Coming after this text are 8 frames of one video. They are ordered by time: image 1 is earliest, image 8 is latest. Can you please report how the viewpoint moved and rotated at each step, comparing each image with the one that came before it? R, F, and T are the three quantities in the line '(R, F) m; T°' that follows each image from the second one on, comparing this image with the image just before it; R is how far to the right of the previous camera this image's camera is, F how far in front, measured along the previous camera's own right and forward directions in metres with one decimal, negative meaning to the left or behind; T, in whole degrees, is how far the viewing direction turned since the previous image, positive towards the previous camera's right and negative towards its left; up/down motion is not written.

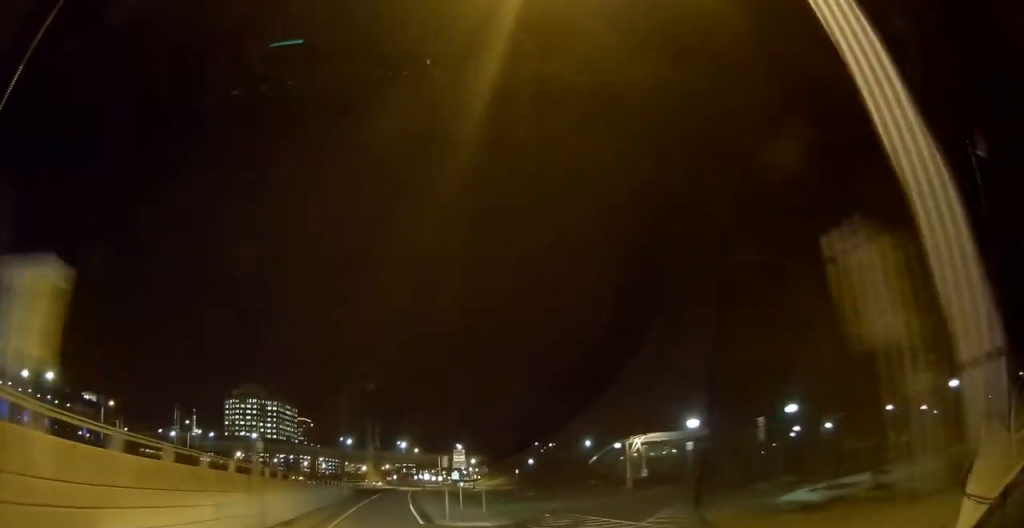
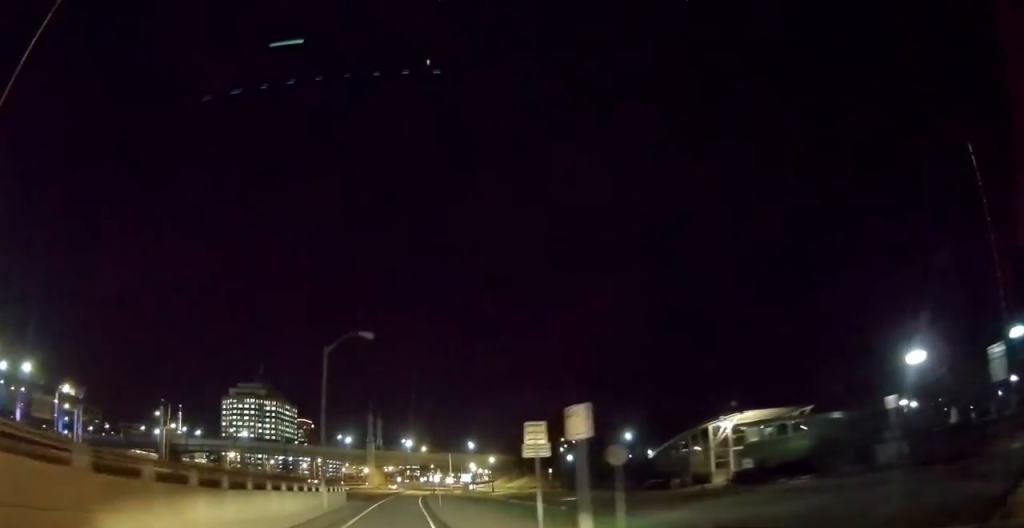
(0.0, +16.4) m; 0°
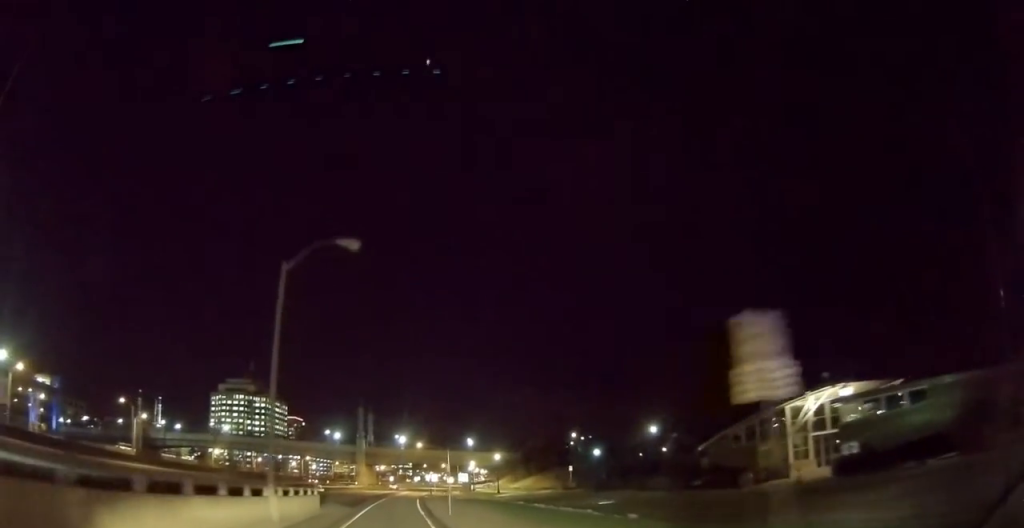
(-0.1, +11.2) m; 0°
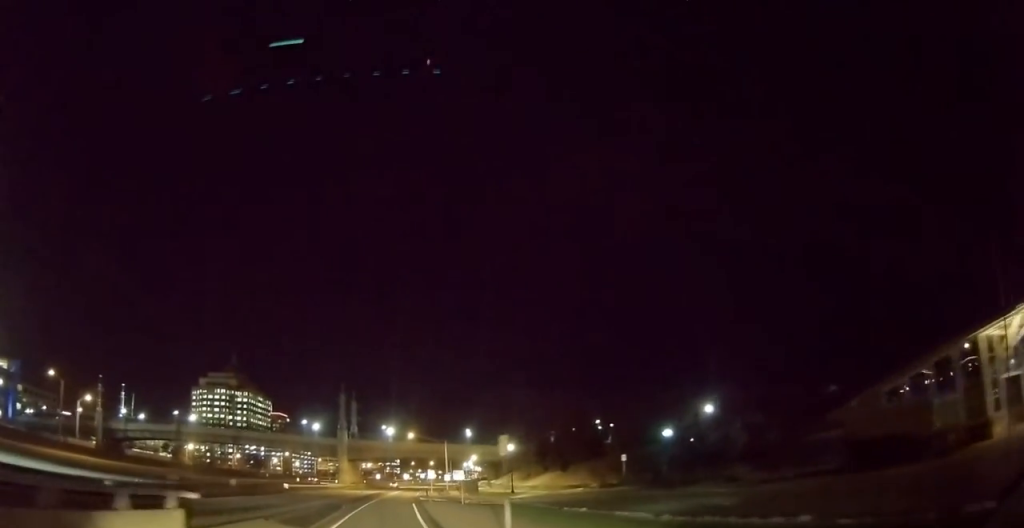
(+0.3, +17.3) m; +1°
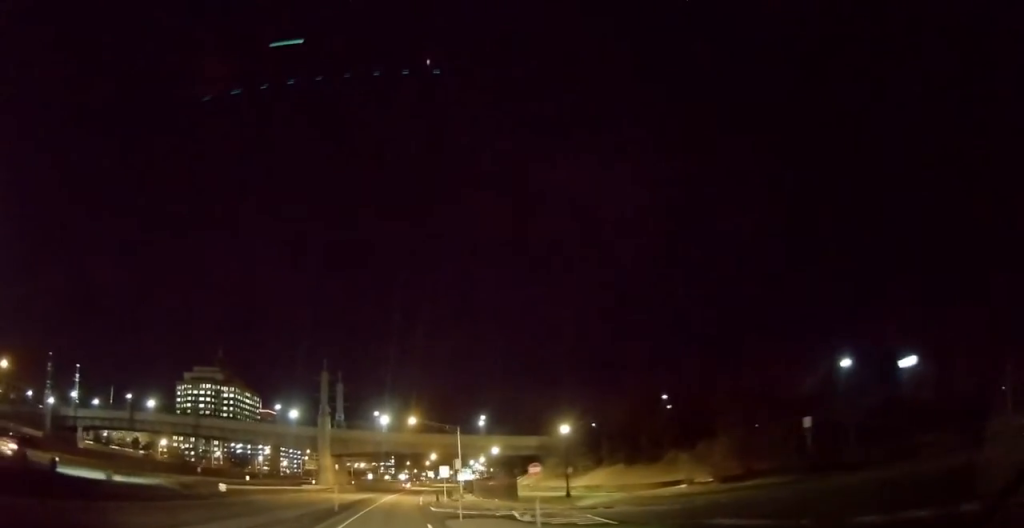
(+0.2, +22.1) m; +1°
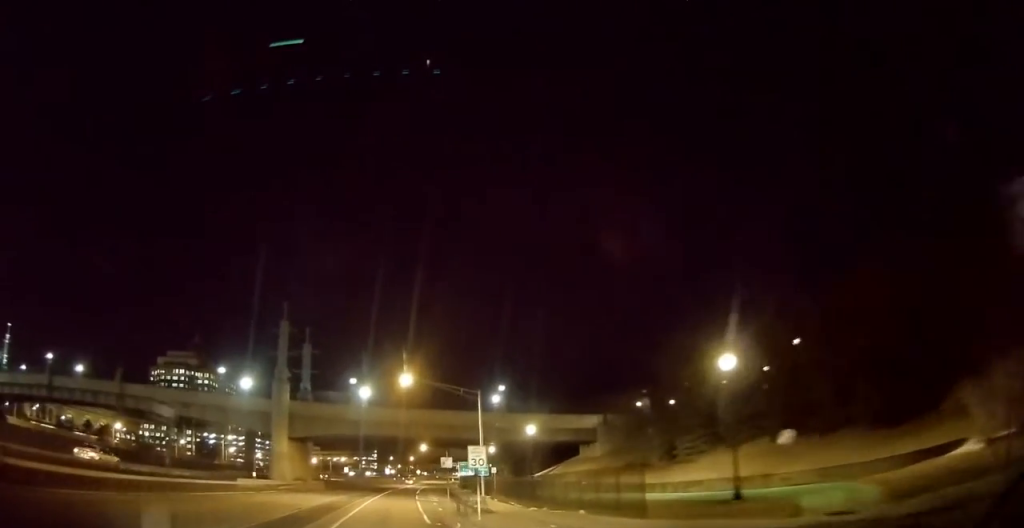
(+0.2, +24.7) m; +2°
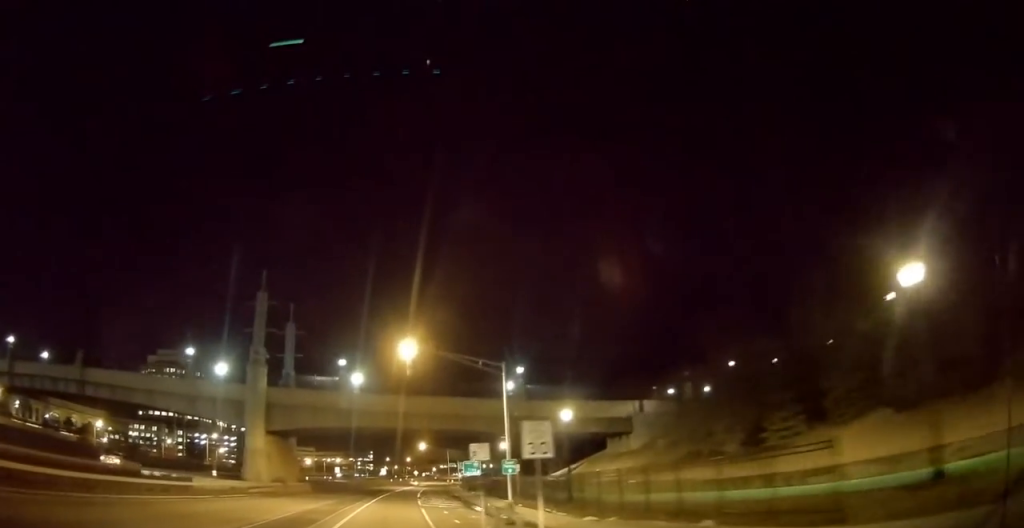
(+0.3, +10.4) m; +1°
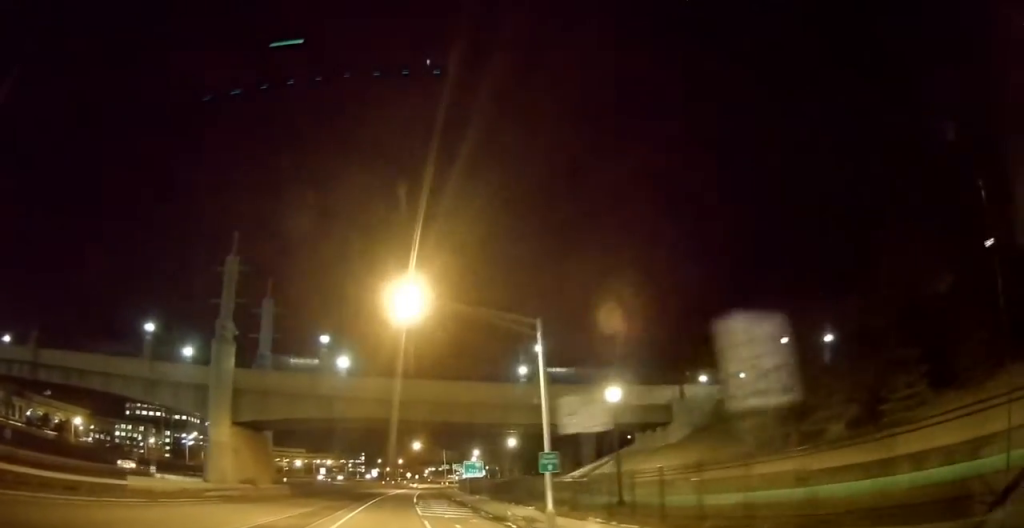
(+0.1, +9.8) m; +1°
